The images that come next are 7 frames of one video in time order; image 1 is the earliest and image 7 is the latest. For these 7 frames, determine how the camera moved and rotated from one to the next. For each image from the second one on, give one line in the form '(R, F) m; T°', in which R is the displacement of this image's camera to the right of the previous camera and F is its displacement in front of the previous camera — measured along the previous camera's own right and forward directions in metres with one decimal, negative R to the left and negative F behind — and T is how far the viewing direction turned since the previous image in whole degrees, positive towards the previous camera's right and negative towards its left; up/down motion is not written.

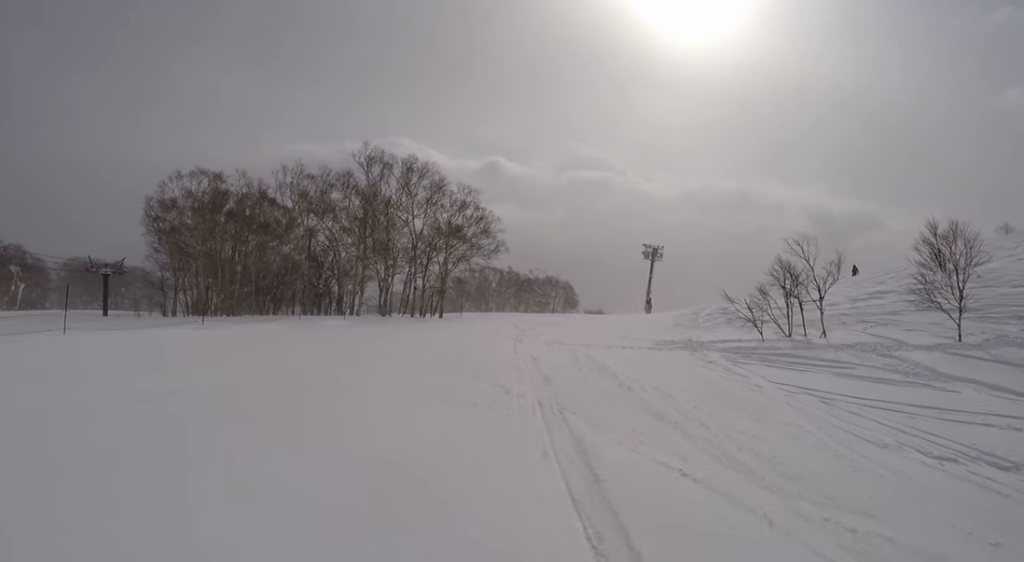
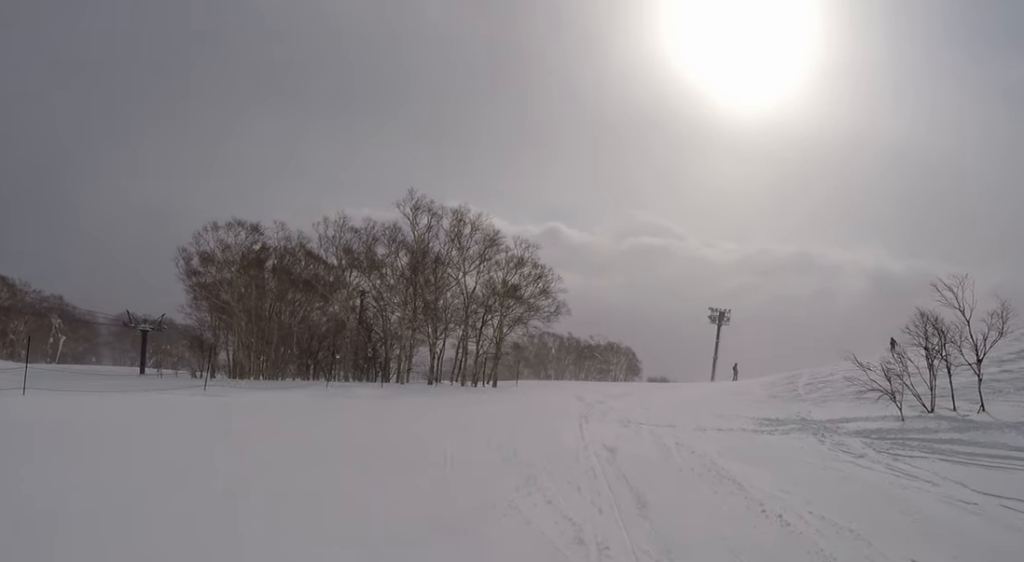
(-0.3, +5.4) m; 0°
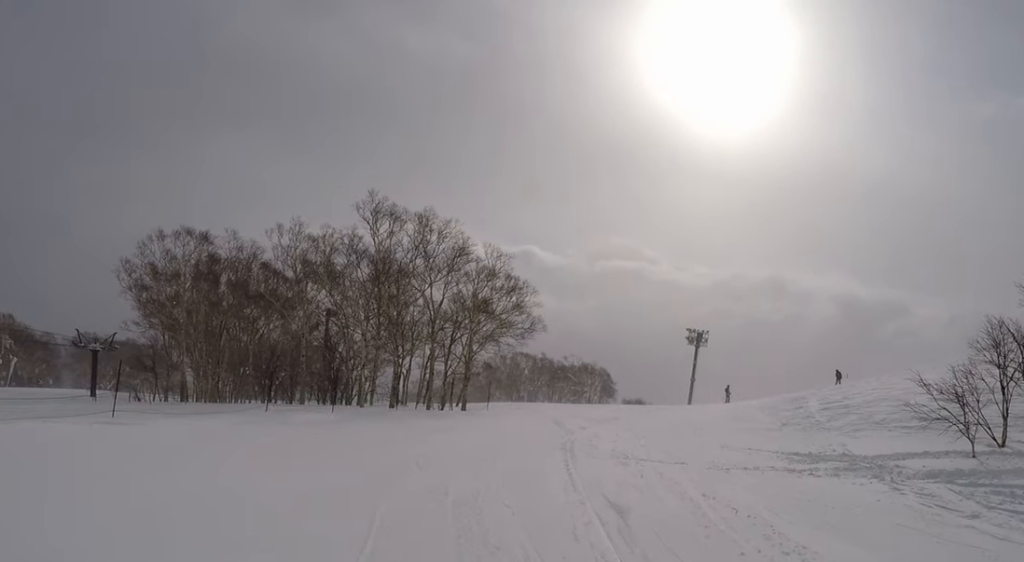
(+0.6, +4.5) m; 0°
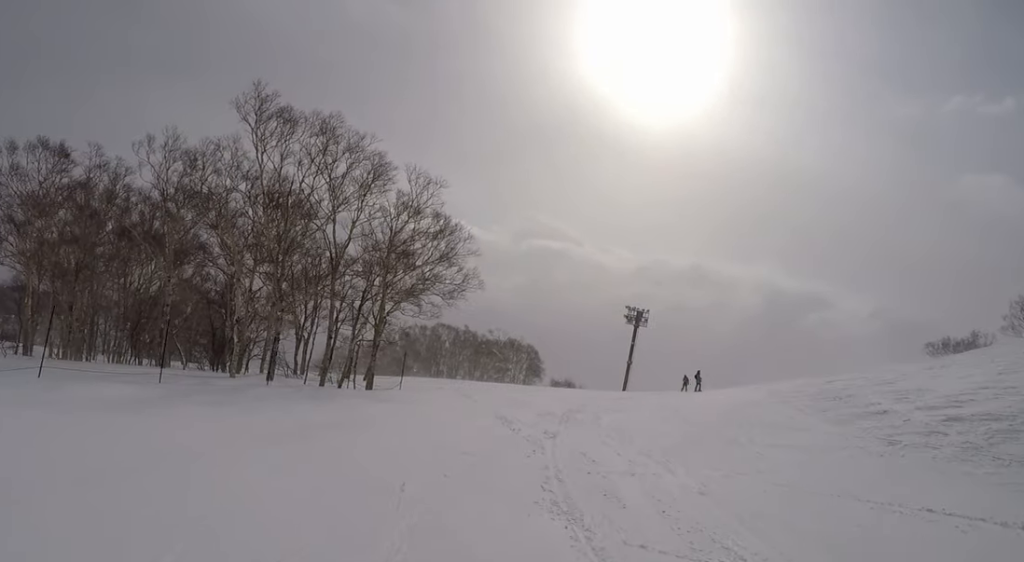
(-0.8, +10.6) m; +1°
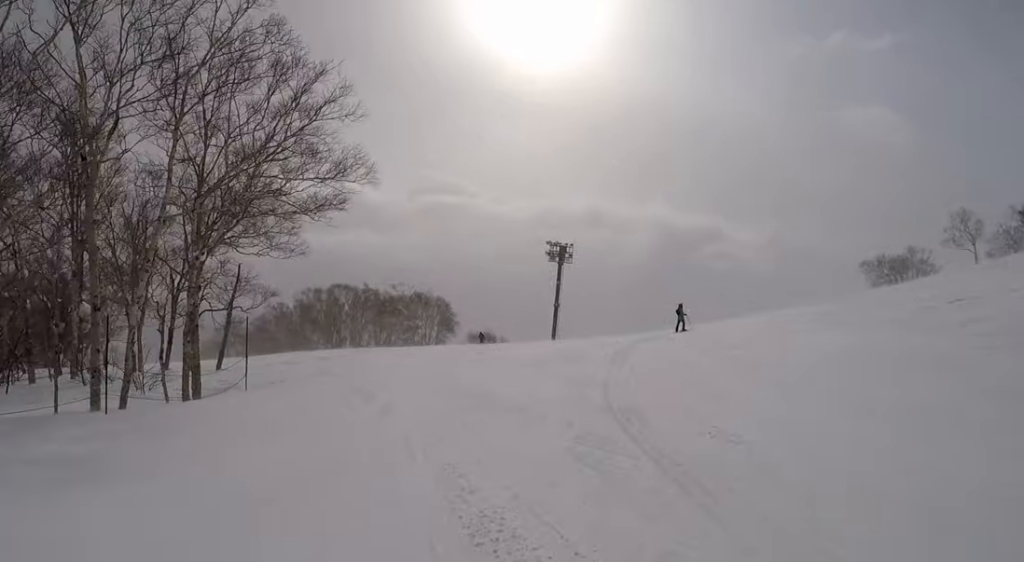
(+3.5, +14.6) m; +28°
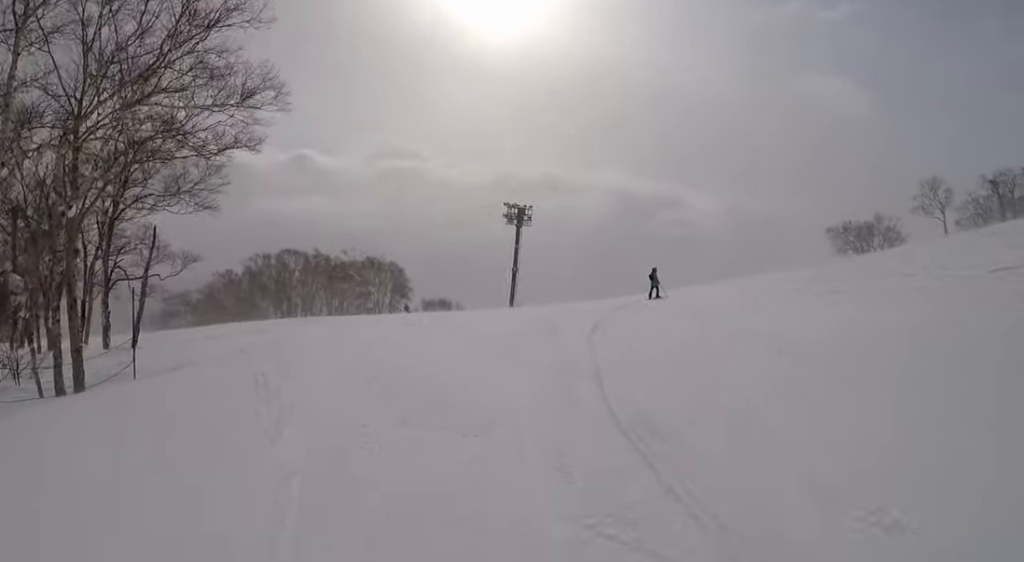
(+0.4, +3.7) m; +5°
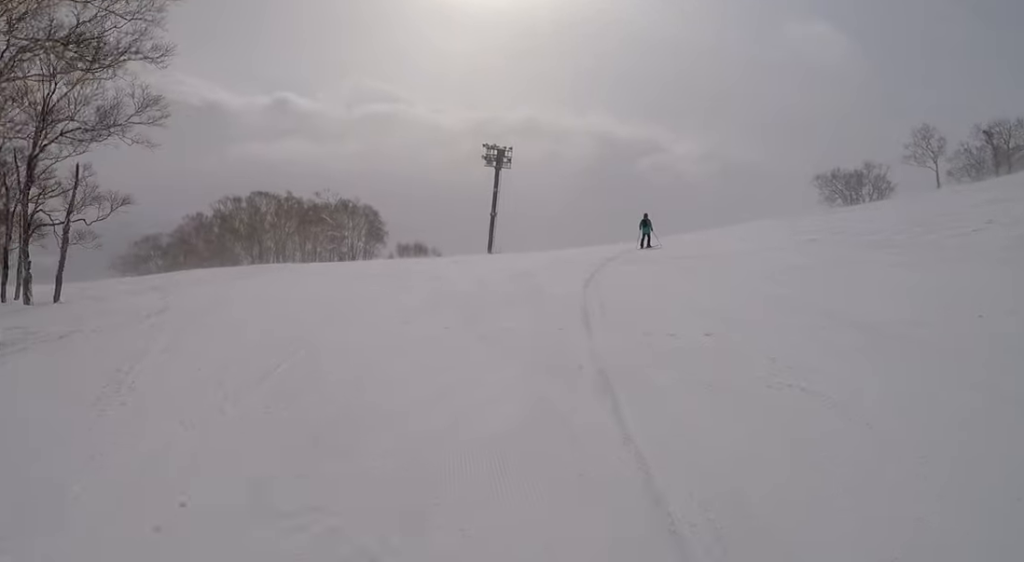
(+0.5, +3.5) m; +4°
